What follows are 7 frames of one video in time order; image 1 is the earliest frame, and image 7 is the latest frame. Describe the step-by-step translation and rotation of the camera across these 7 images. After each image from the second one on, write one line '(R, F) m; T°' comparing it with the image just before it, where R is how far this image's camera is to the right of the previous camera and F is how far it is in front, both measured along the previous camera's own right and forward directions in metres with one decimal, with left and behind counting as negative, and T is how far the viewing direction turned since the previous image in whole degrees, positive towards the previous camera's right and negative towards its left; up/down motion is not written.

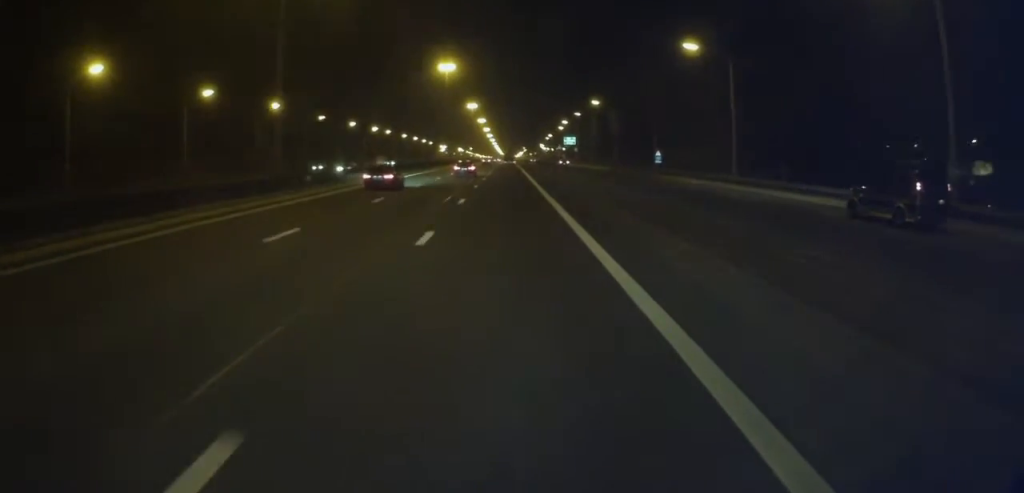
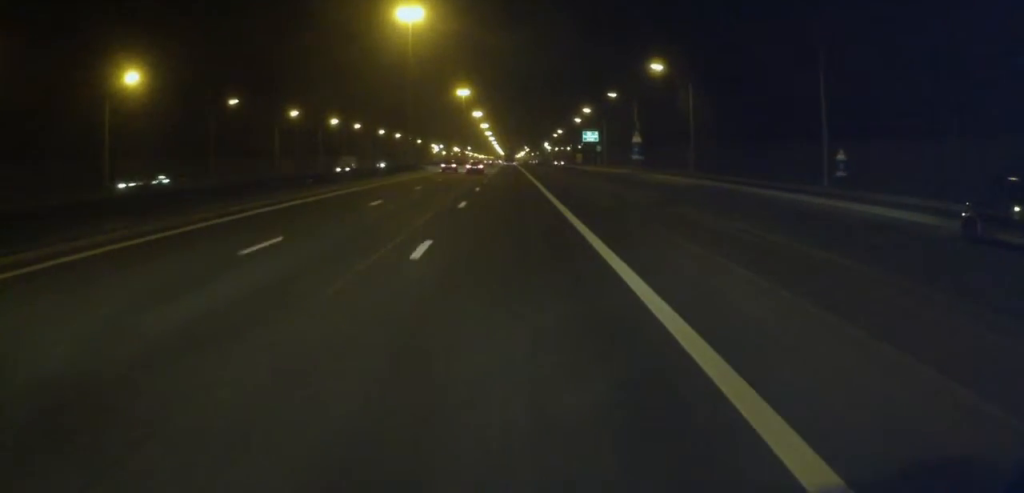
(0.0, +51.3) m; 0°
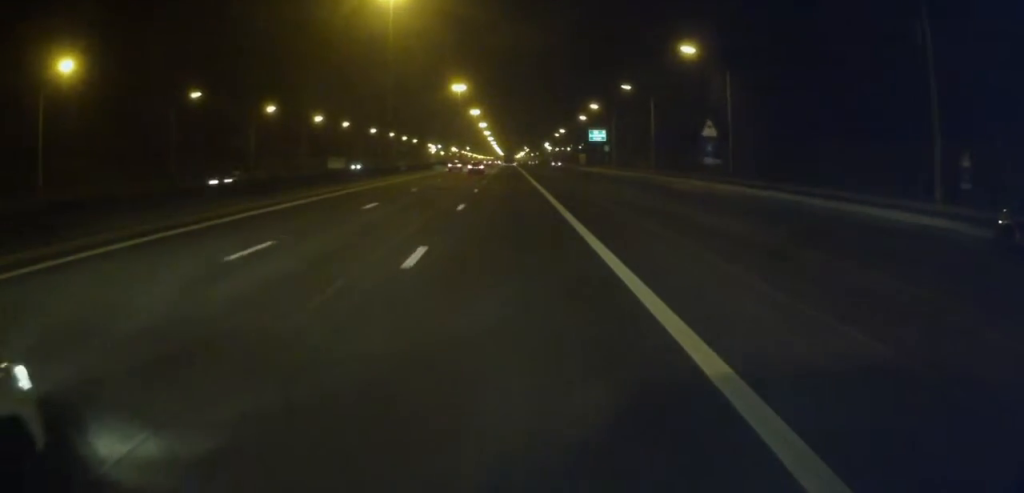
(0.0, +13.2) m; 0°
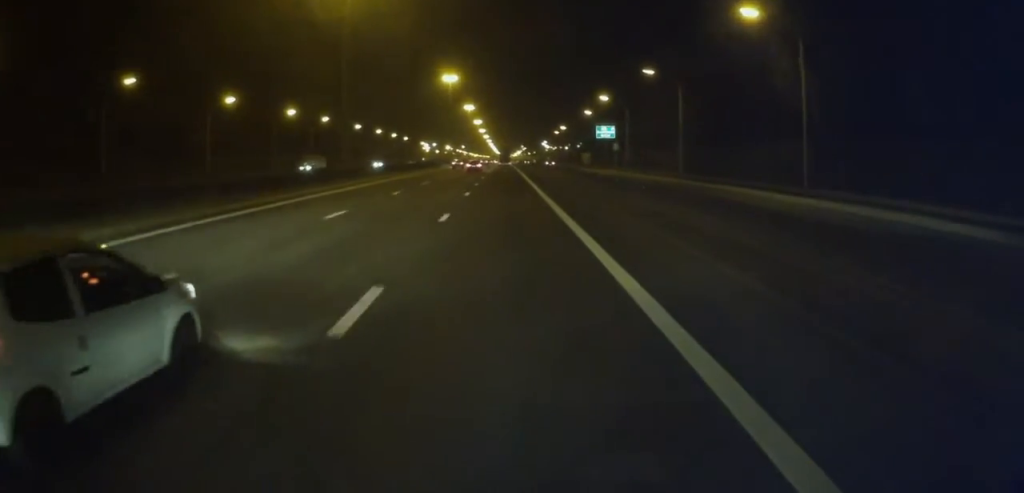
(0.0, +17.1) m; +1°
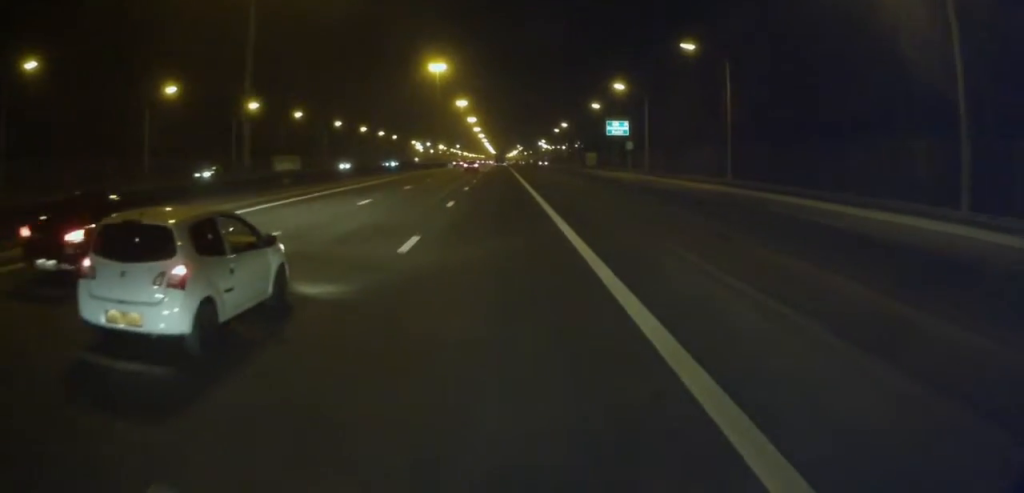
(+0.2, +18.7) m; +1°
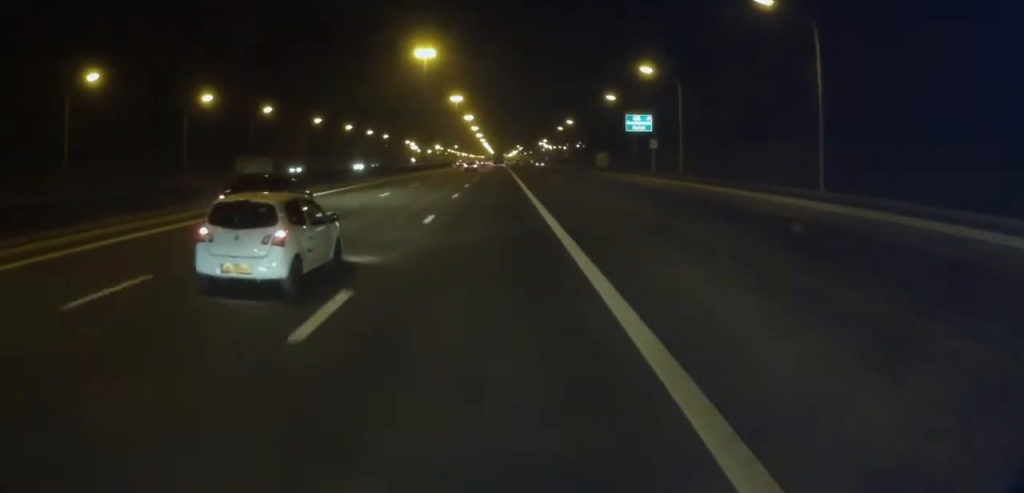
(+0.3, +18.7) m; 0°
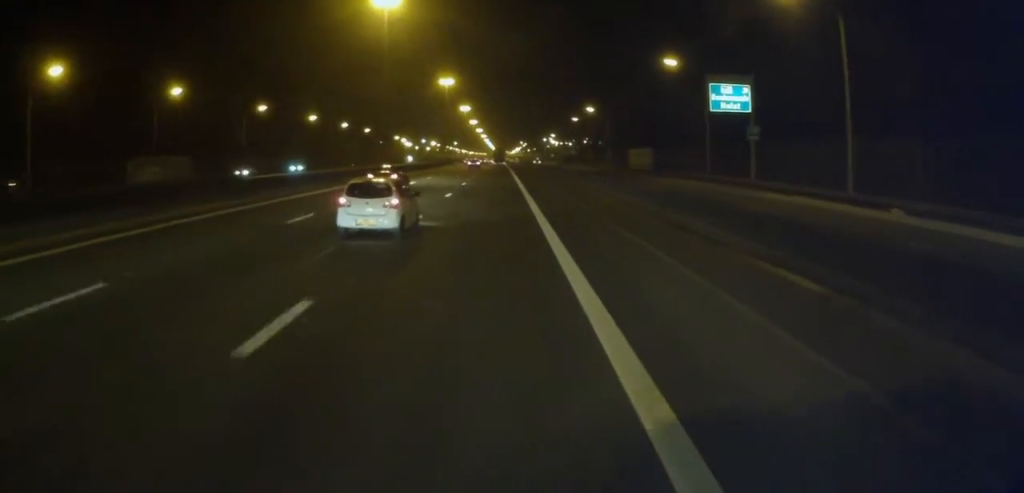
(-0.7, +38.4) m; 0°
